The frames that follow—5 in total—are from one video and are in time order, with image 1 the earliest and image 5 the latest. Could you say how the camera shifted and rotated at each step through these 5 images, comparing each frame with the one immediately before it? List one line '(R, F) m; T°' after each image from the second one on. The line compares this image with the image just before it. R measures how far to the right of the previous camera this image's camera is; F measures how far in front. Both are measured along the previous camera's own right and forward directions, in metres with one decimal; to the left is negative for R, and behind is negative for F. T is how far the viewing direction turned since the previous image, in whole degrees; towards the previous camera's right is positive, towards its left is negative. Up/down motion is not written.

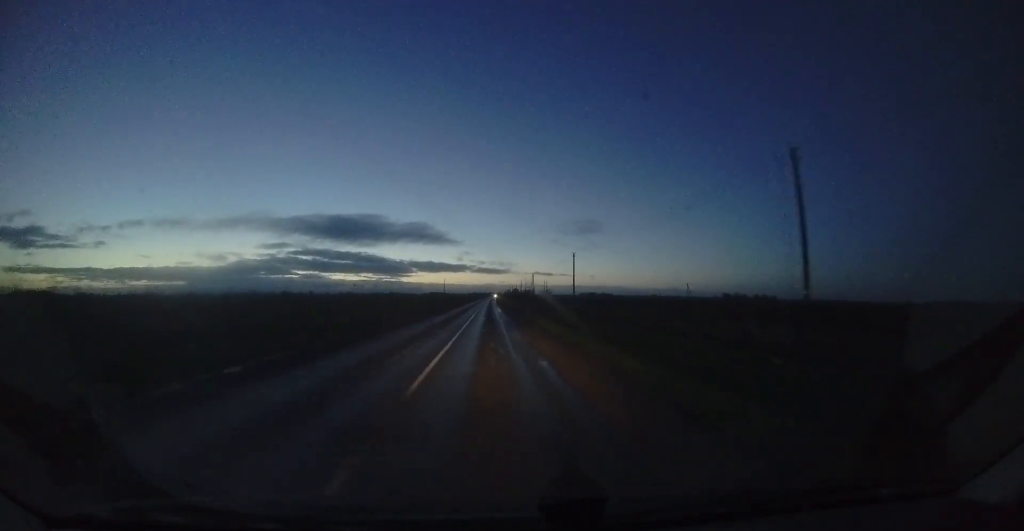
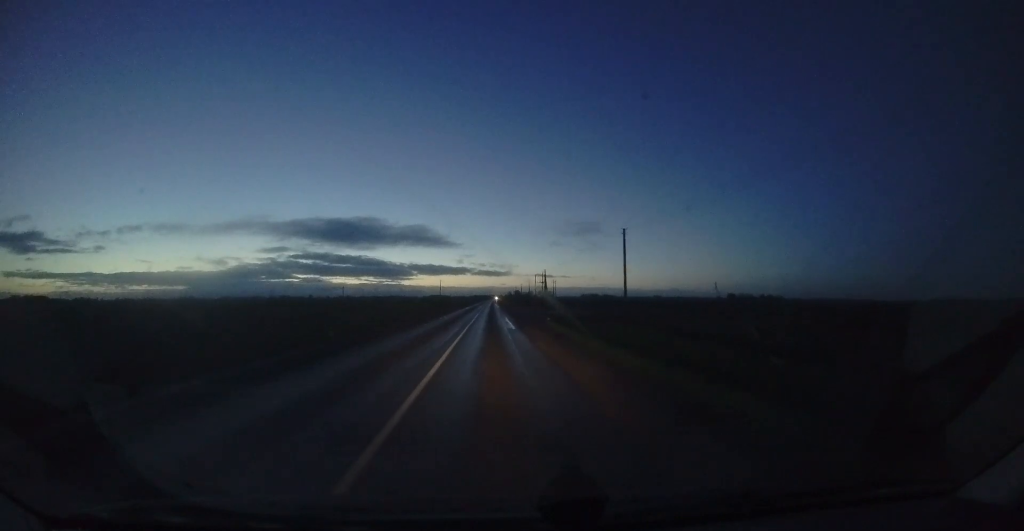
(-0.1, +18.4) m; 0°
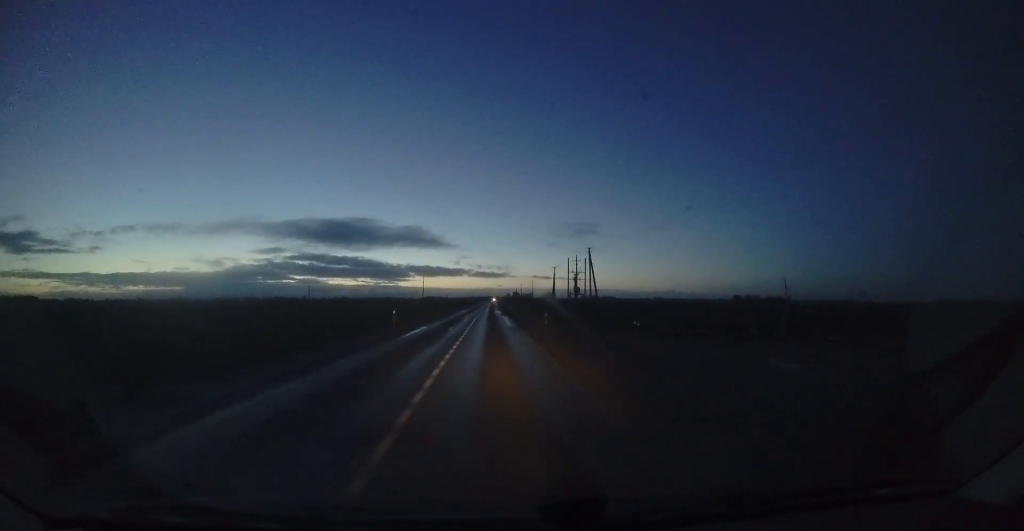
(0.0, +35.0) m; 0°
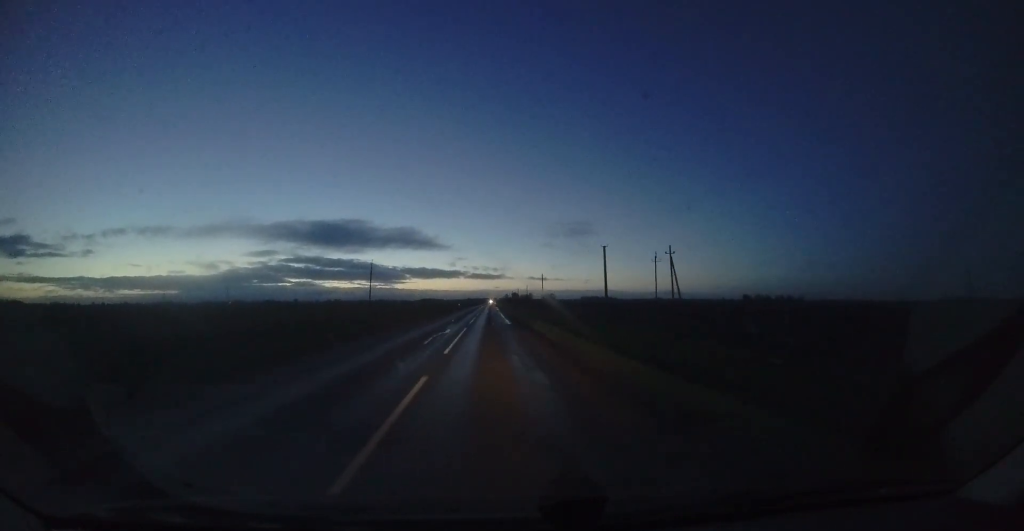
(+0.4, +52.2) m; +1°
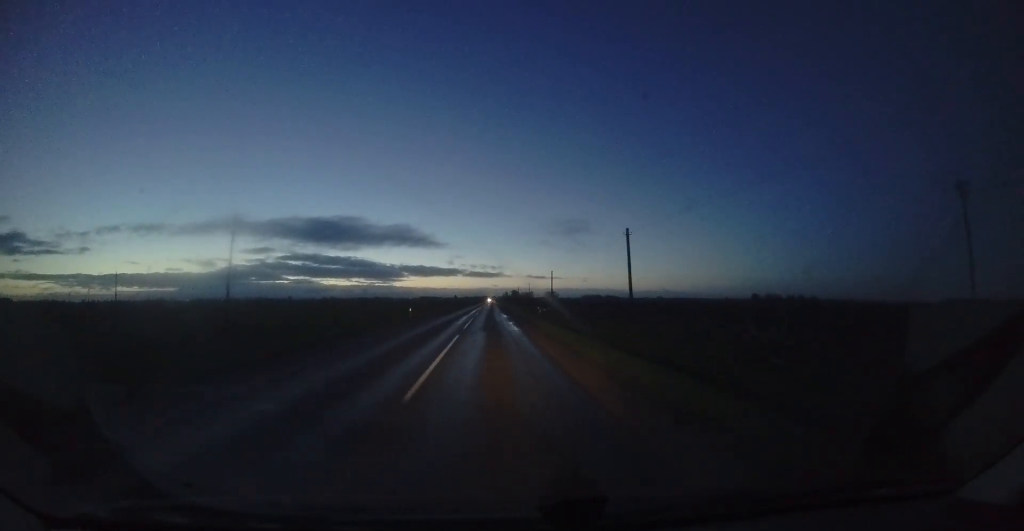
(0.0, +40.6) m; +1°
